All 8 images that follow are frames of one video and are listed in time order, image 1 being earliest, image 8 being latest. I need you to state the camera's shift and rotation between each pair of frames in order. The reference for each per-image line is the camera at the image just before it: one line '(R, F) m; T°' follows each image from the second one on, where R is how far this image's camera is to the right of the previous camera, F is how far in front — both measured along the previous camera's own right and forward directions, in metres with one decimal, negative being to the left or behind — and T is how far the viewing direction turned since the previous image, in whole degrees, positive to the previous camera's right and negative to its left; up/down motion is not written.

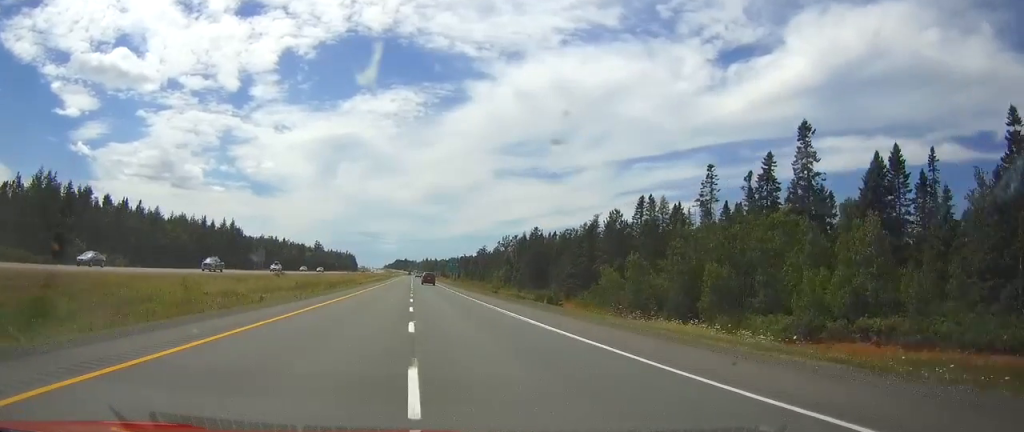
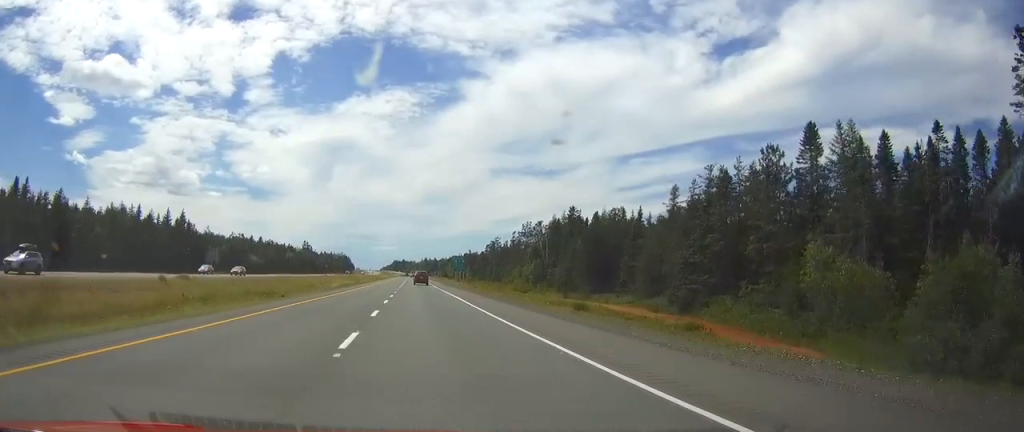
(+0.2, +48.3) m; 0°
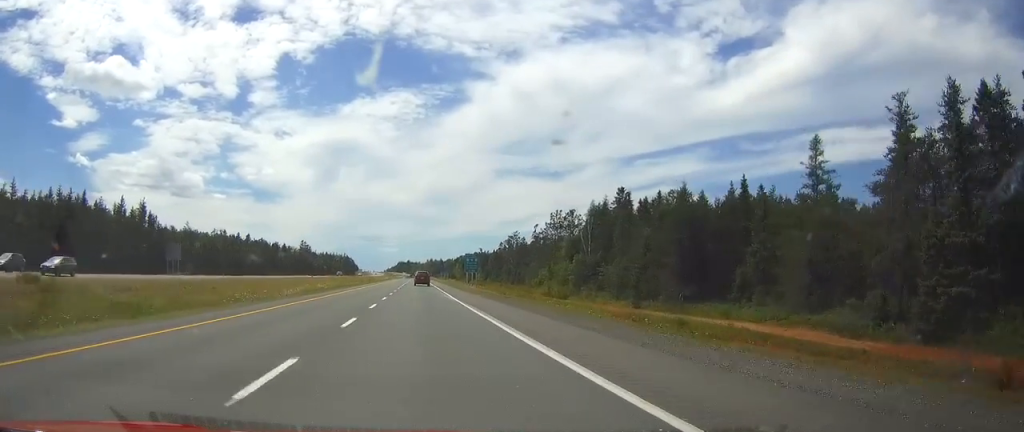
(-0.1, +30.9) m; 0°
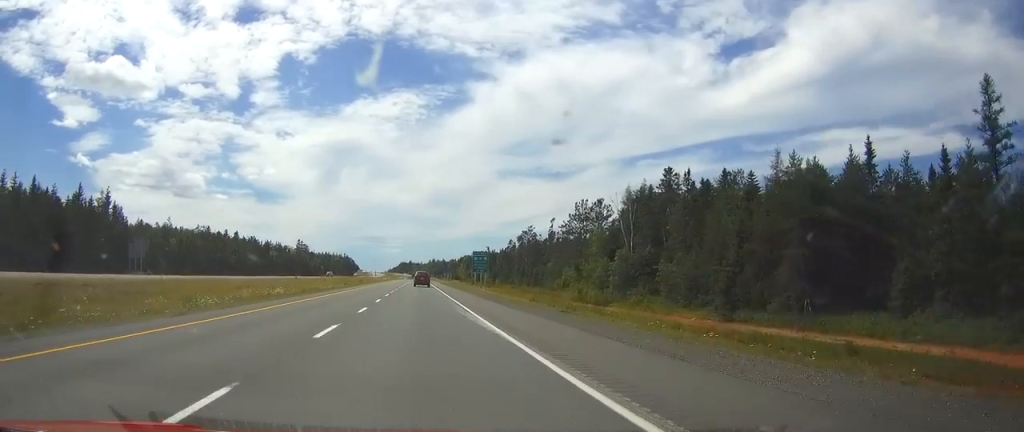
(-0.1, +20.5) m; 0°
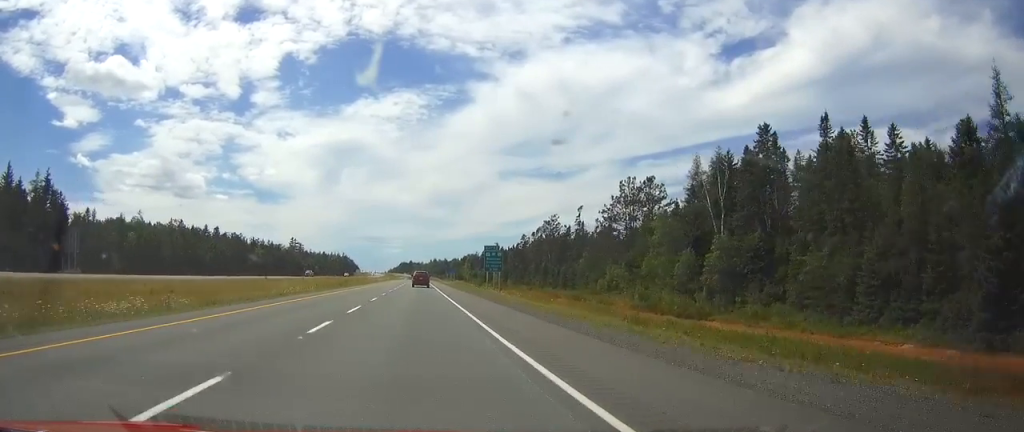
(-0.1, +26.0) m; 0°
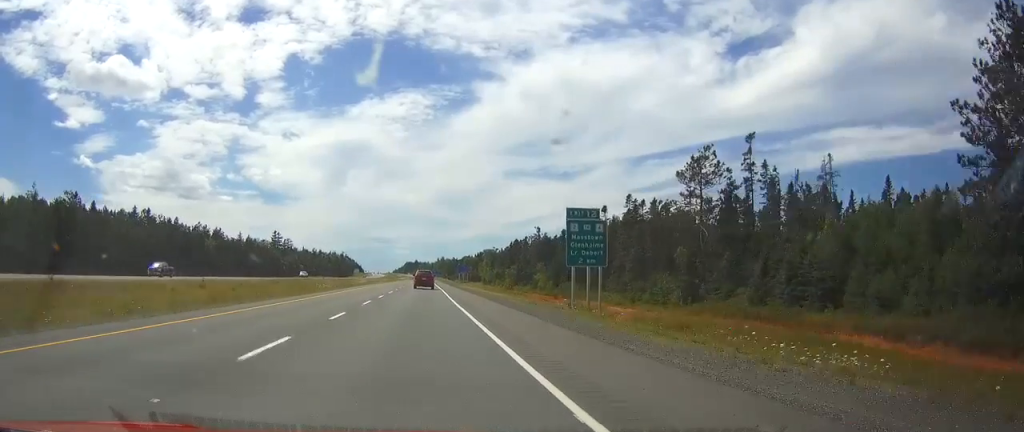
(0.0, +66.1) m; -1°
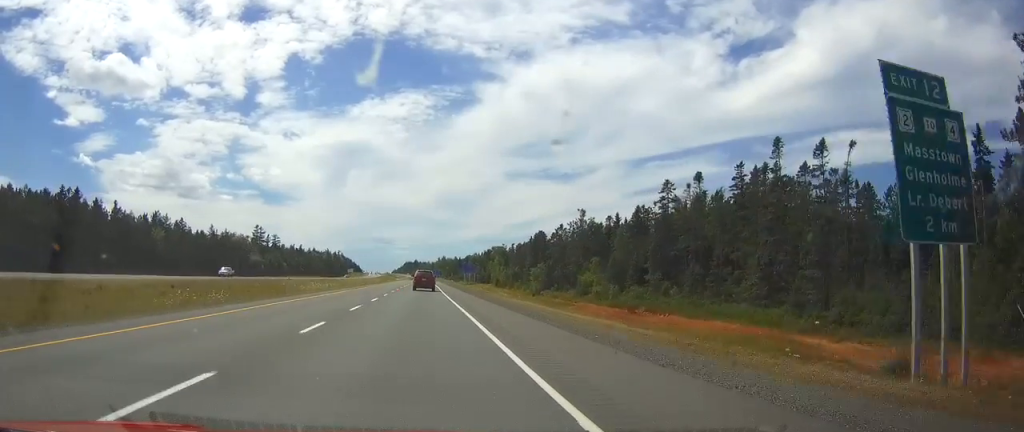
(-0.3, +39.7) m; 0°
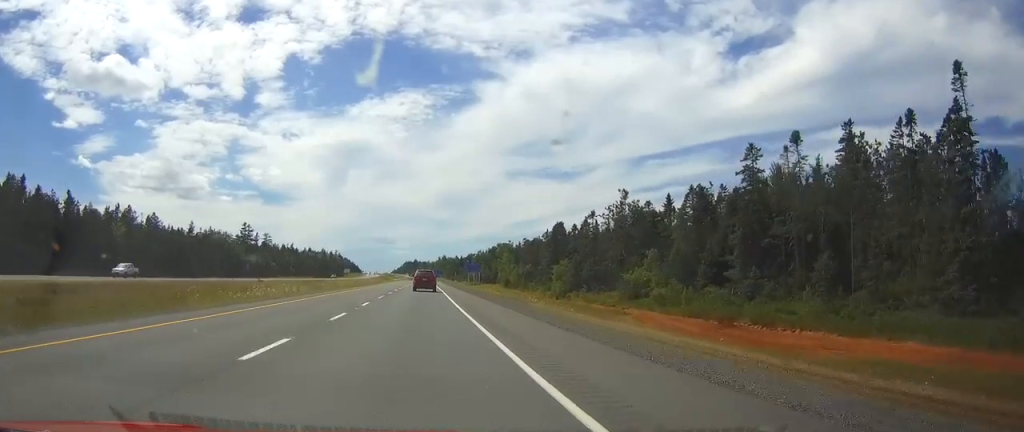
(+0.1, +21.9) m; 0°
